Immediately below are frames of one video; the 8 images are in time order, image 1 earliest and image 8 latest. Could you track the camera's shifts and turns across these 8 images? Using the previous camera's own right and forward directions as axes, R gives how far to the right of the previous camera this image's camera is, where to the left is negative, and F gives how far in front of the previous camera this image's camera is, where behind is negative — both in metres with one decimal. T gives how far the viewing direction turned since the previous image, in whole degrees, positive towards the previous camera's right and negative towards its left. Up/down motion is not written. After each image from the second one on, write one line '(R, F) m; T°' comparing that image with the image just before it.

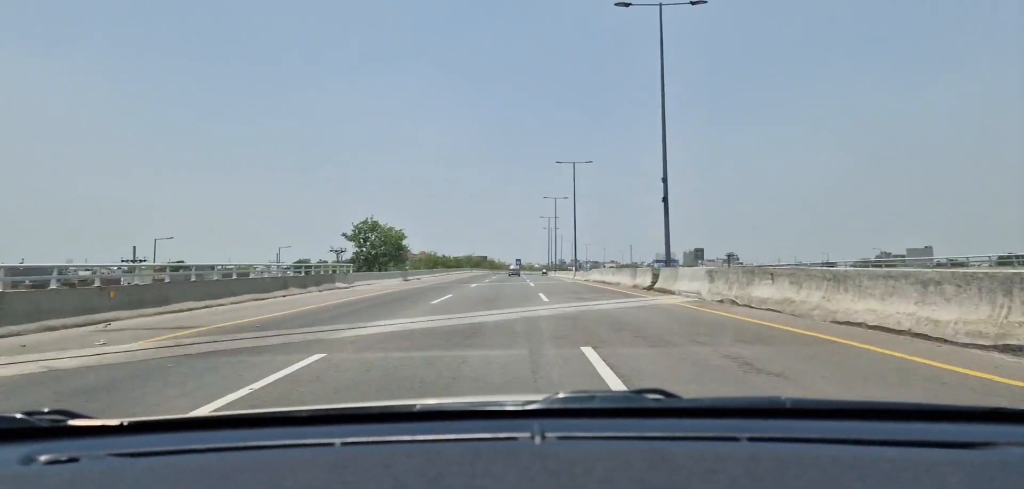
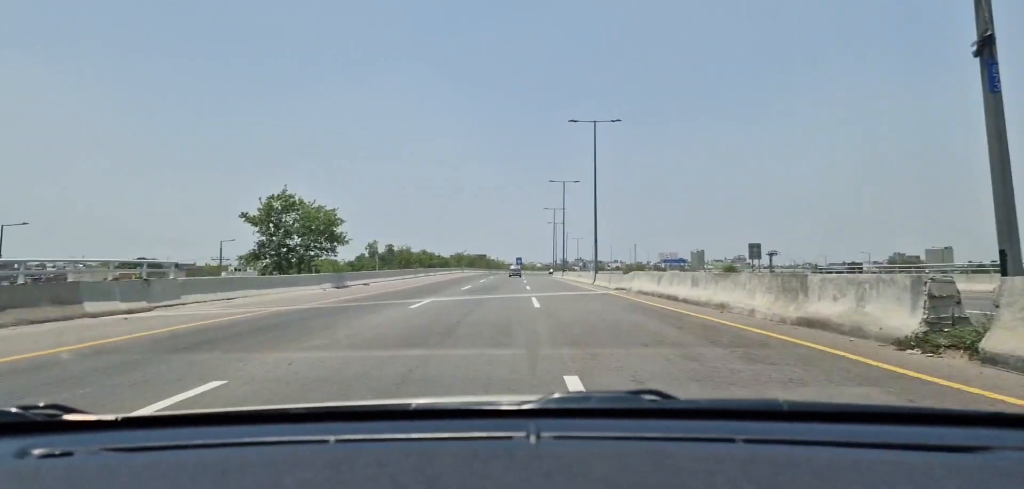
(-0.2, +20.9) m; 0°
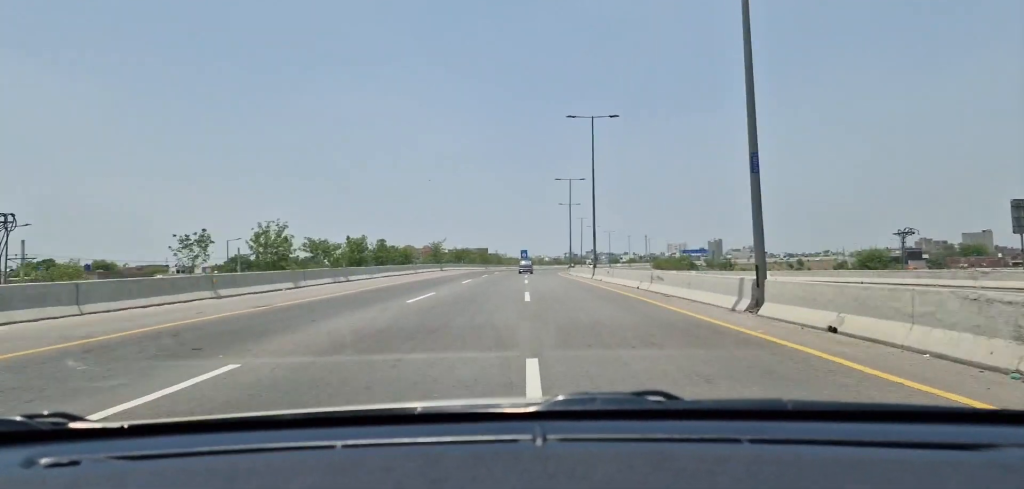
(+0.1, +34.7) m; 0°
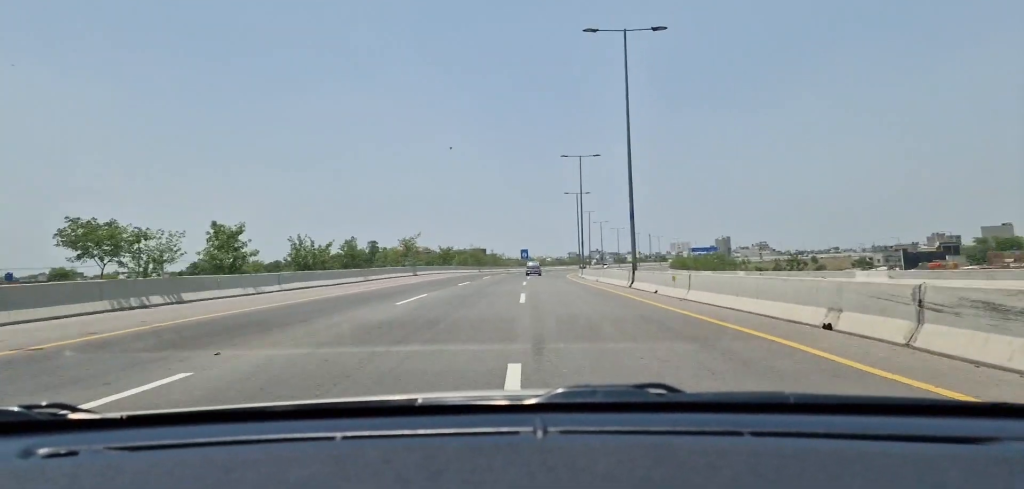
(0.0, +18.0) m; 0°
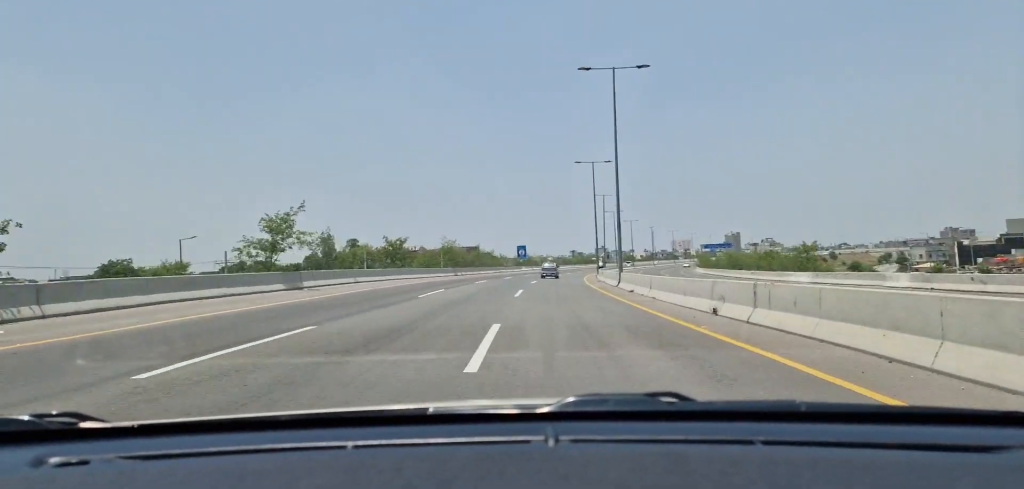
(+0.1, +29.3) m; +1°
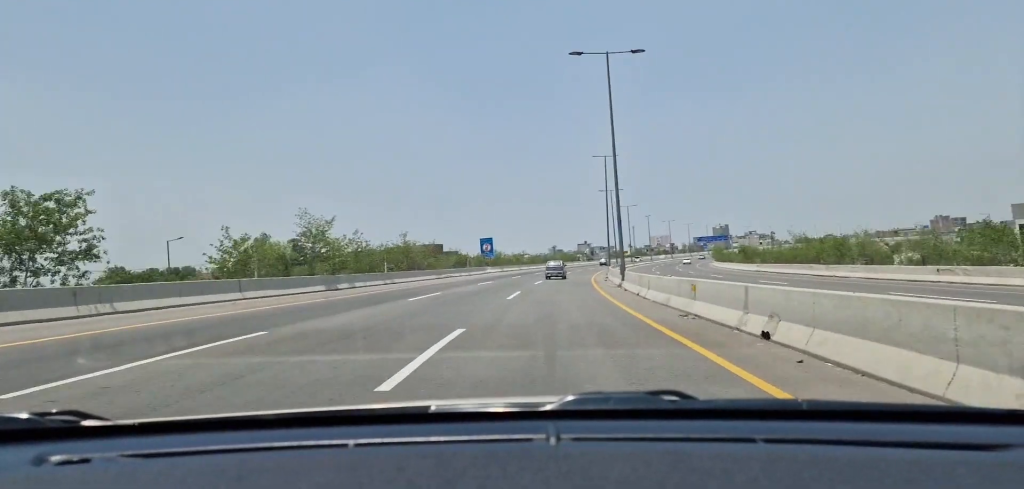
(+0.5, +38.2) m; +2°
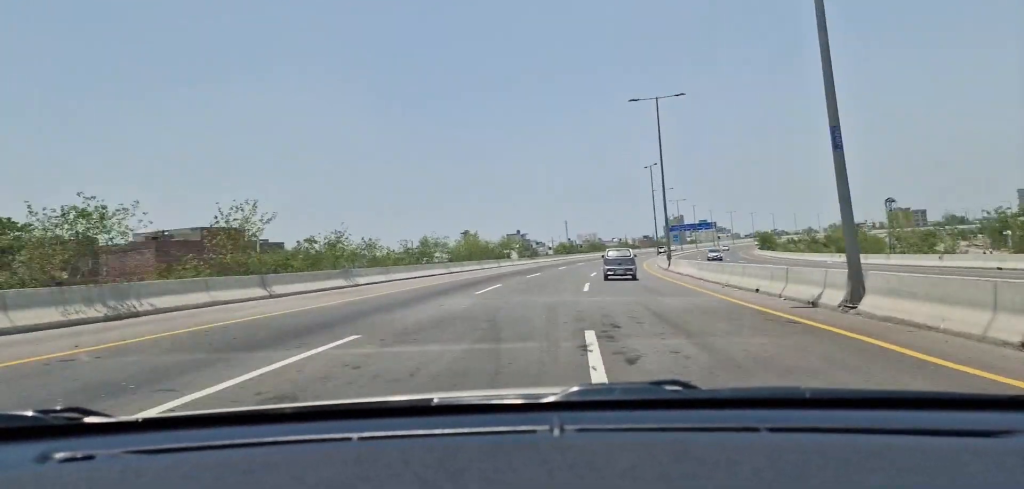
(+5.9, +91.5) m; +8°
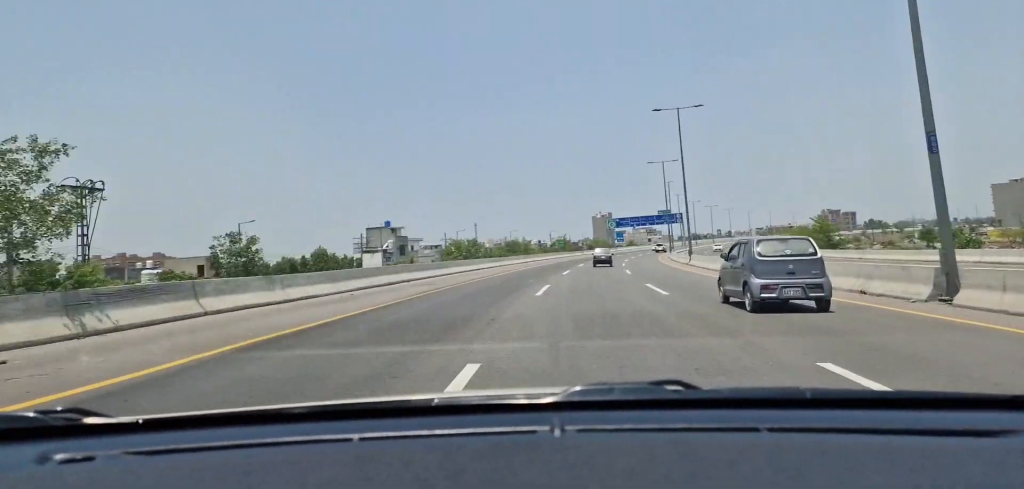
(+4.6, +73.6) m; +7°
